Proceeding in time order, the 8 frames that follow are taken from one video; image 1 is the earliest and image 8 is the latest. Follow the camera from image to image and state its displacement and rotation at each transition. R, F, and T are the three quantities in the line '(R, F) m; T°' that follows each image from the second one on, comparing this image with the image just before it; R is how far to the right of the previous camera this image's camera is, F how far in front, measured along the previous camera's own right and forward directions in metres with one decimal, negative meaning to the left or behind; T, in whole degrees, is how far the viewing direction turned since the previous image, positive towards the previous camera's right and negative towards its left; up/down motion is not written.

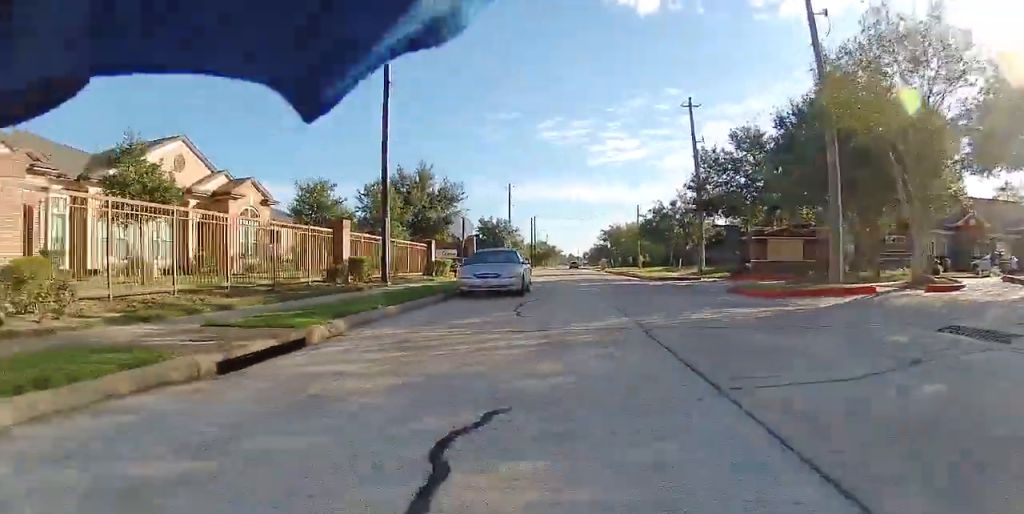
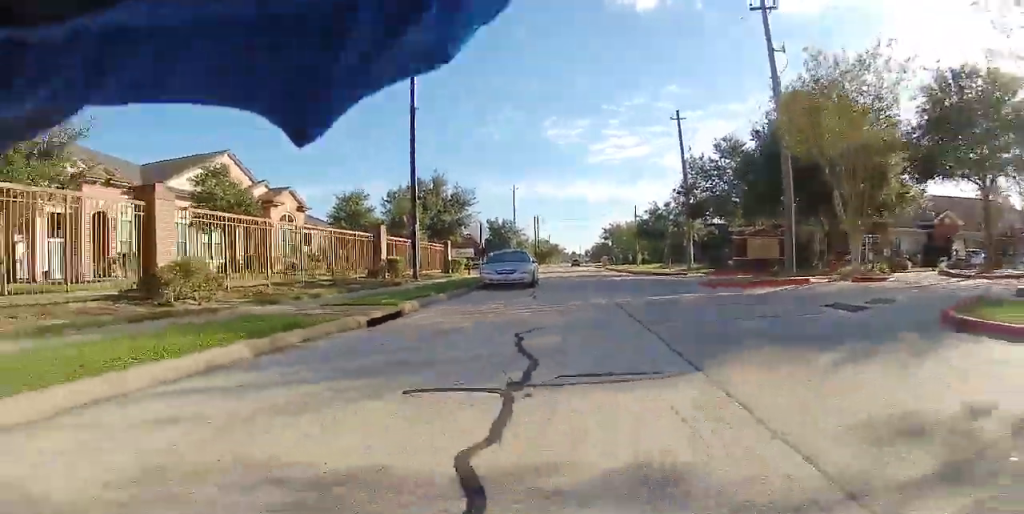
(0.0, +3.9) m; +1°
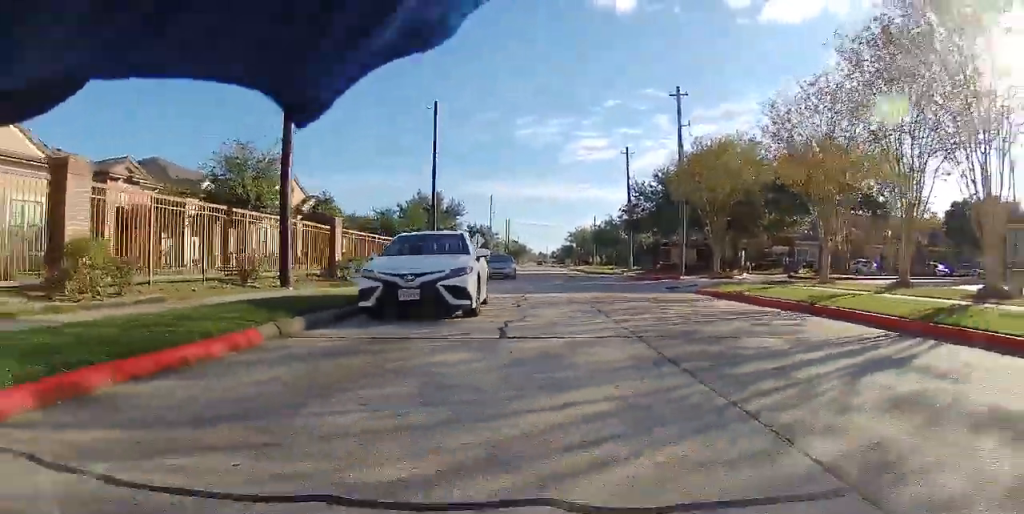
(+0.5, +10.6) m; +3°
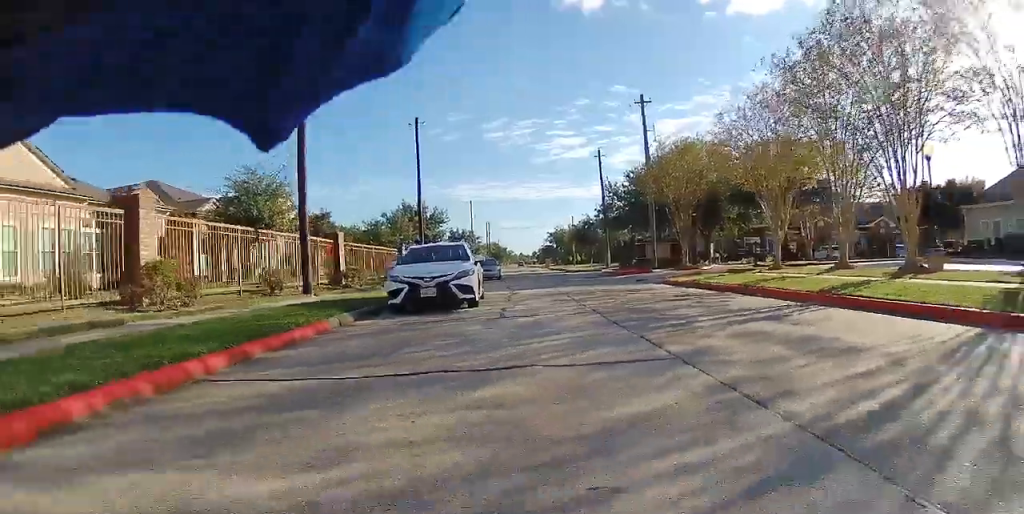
(0.0, +2.3) m; 0°
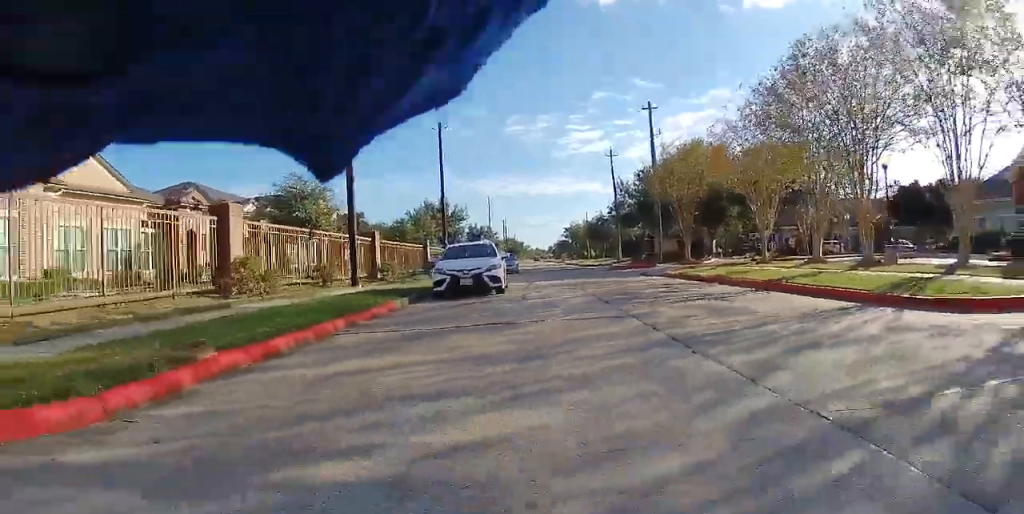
(0.0, +2.8) m; 0°
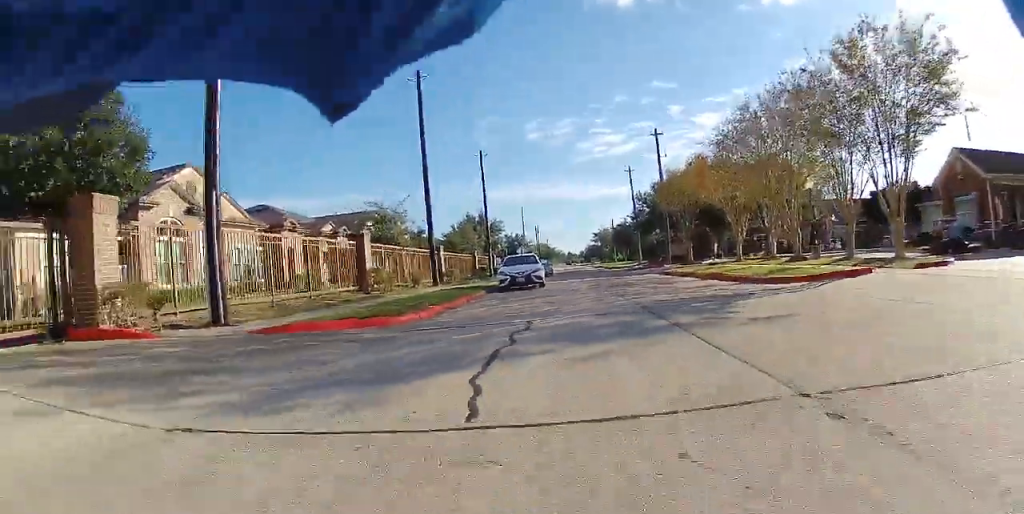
(0.0, +8.1) m; 0°
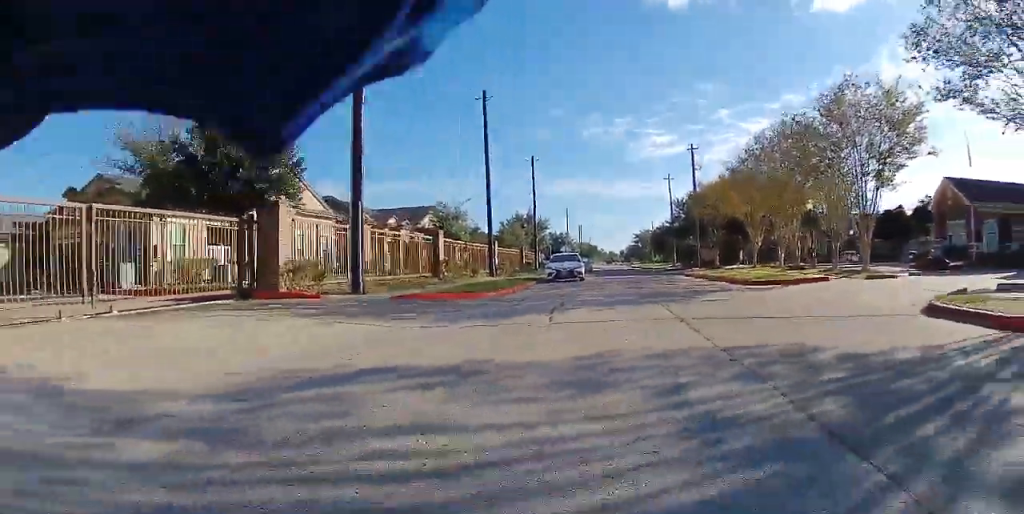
(0.0, +5.6) m; -1°
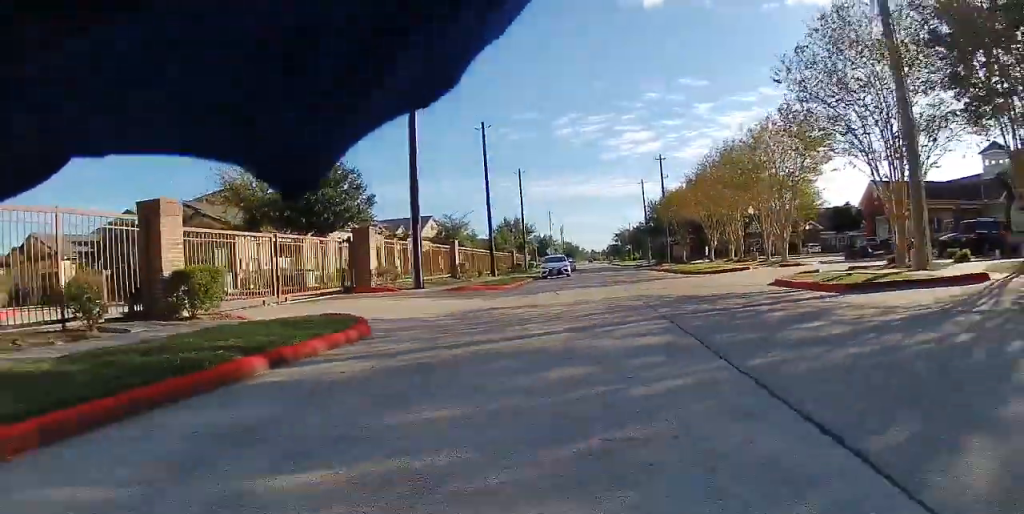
(-0.2, +8.9) m; -1°
